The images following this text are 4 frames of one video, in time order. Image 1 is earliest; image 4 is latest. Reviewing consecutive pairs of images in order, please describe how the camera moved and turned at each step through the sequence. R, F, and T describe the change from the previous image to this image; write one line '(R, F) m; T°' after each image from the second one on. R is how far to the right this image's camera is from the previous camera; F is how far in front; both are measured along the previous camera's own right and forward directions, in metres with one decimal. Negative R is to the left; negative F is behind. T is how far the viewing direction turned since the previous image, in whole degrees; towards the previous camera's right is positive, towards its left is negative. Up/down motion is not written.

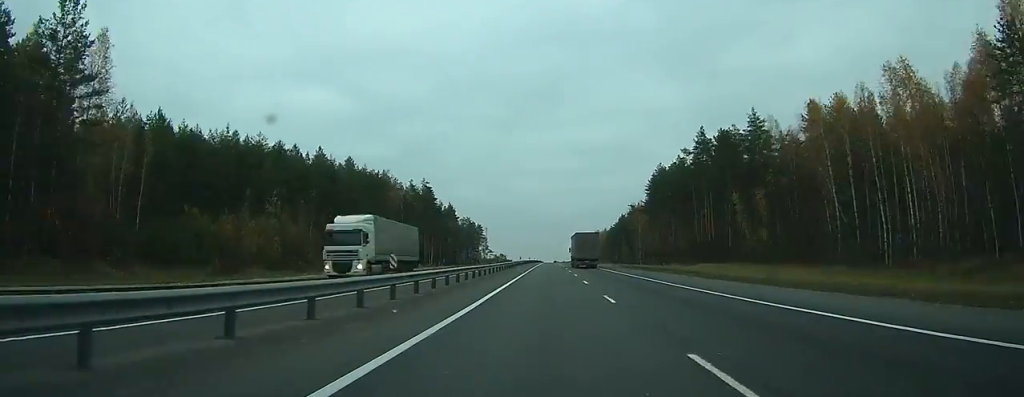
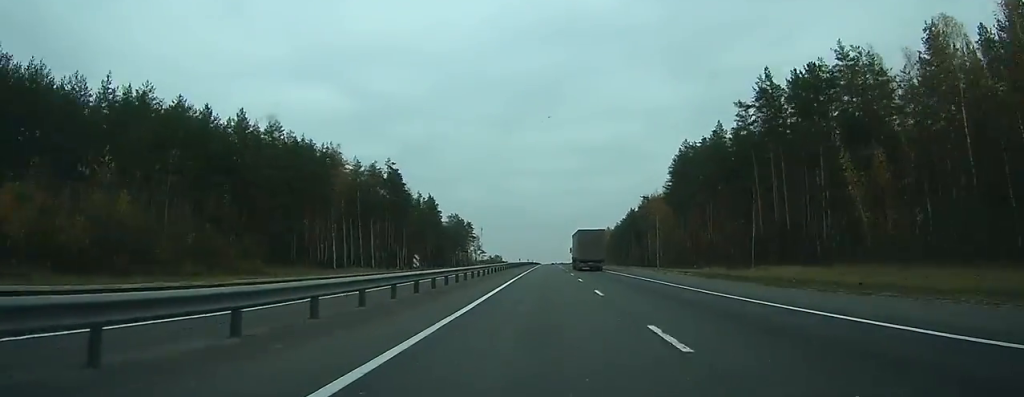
(0.0, +30.2) m; 0°
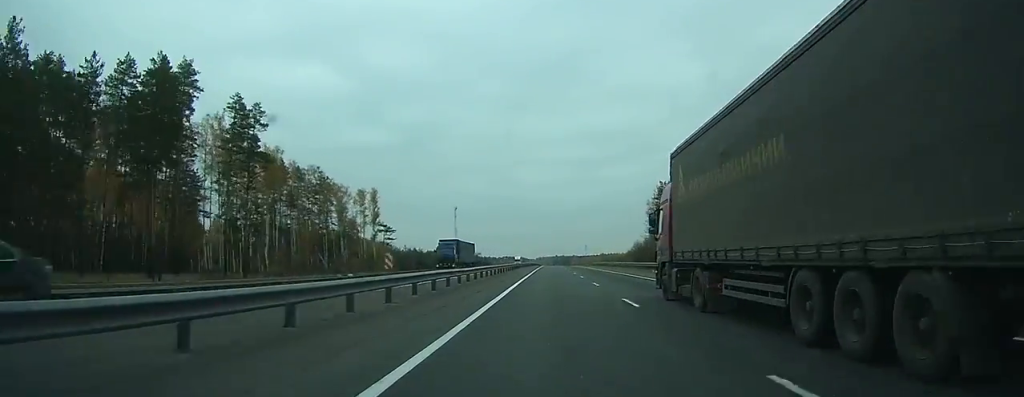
(+0.2, +230.9) m; 0°
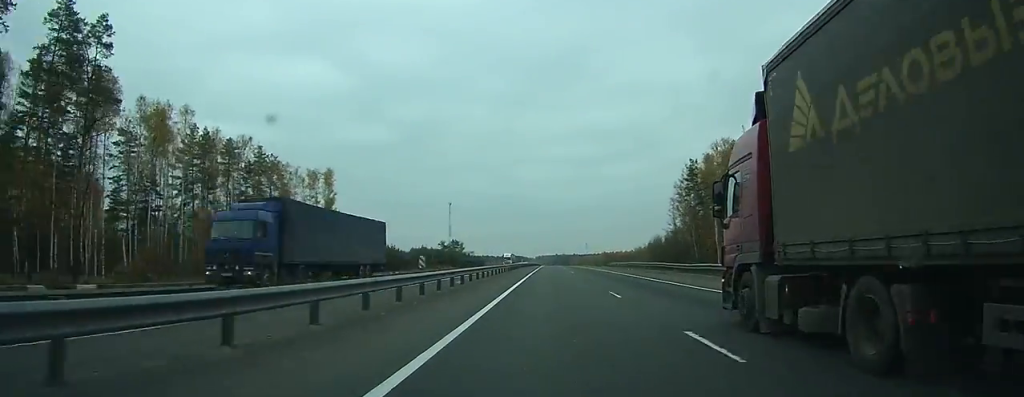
(0.0, +30.4) m; 0°
